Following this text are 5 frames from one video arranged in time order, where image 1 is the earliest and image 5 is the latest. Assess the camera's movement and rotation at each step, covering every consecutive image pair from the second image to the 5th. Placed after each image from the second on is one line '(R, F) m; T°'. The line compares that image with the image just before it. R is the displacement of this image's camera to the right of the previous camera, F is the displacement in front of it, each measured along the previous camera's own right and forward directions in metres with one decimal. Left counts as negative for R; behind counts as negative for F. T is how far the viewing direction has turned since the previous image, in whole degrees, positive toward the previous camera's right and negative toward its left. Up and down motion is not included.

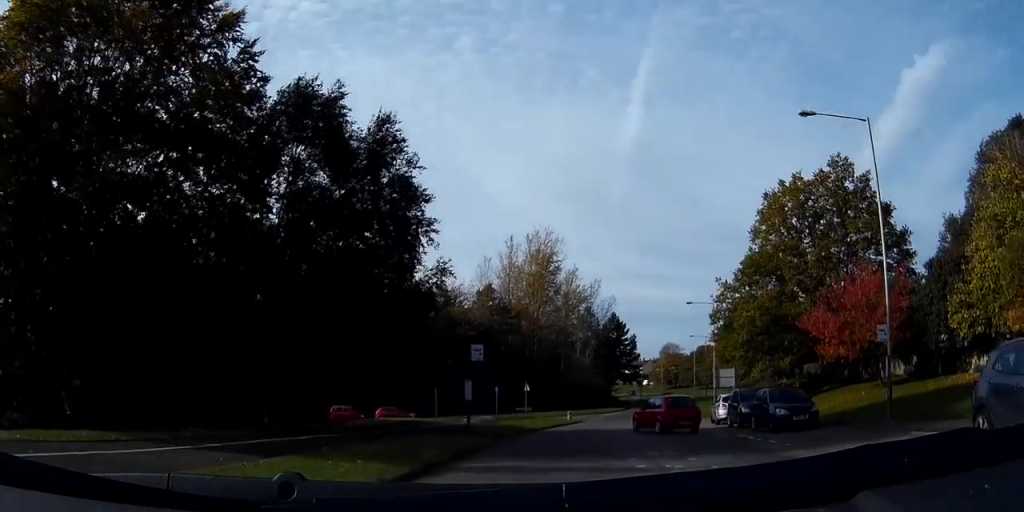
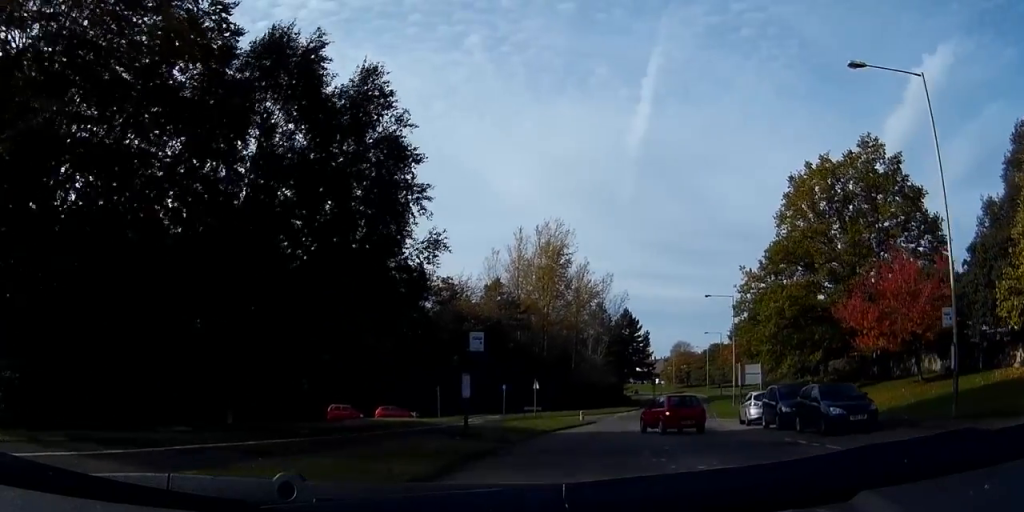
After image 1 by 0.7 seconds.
(+0.2, +4.0) m; +2°
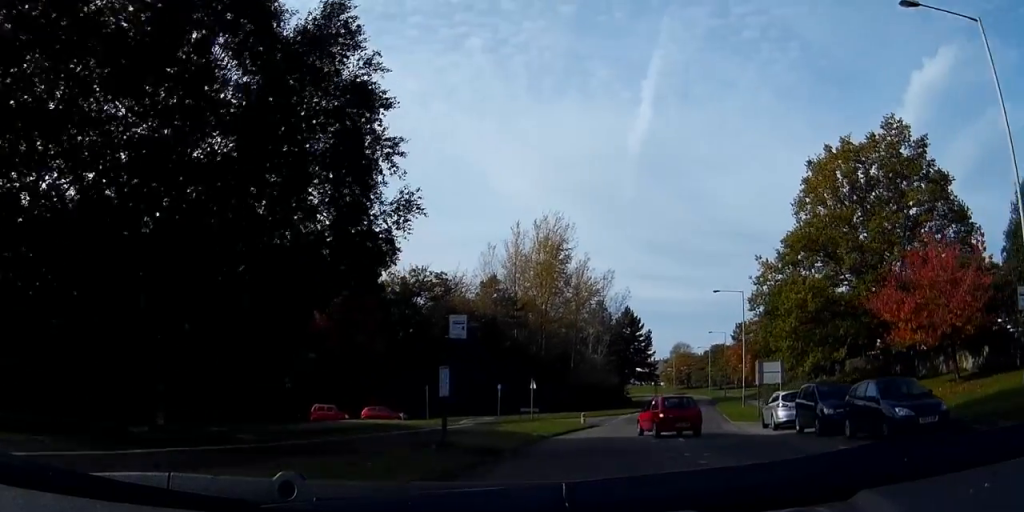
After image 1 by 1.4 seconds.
(+0.1, +4.2) m; +1°
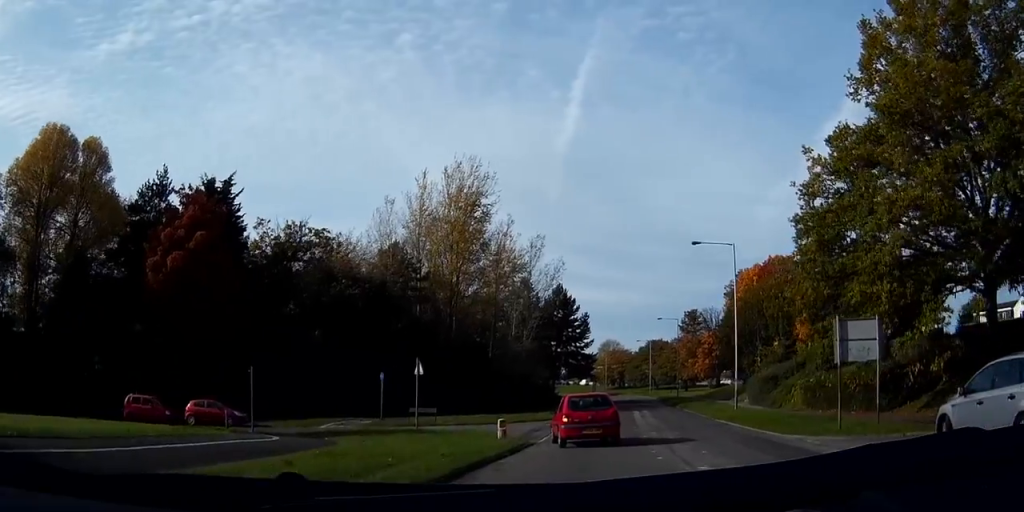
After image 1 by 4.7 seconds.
(+1.5, +20.0) m; +8°
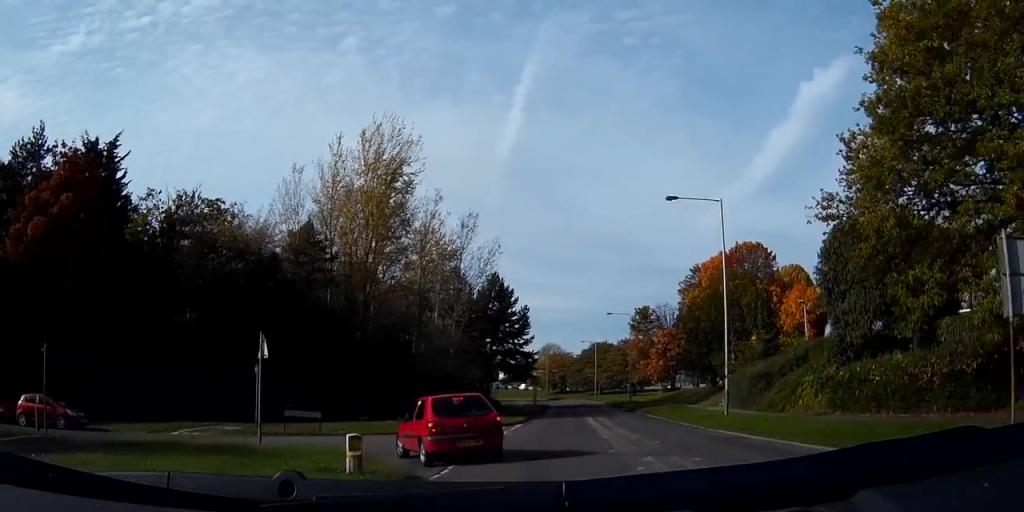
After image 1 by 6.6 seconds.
(+0.6, +10.8) m; +6°
